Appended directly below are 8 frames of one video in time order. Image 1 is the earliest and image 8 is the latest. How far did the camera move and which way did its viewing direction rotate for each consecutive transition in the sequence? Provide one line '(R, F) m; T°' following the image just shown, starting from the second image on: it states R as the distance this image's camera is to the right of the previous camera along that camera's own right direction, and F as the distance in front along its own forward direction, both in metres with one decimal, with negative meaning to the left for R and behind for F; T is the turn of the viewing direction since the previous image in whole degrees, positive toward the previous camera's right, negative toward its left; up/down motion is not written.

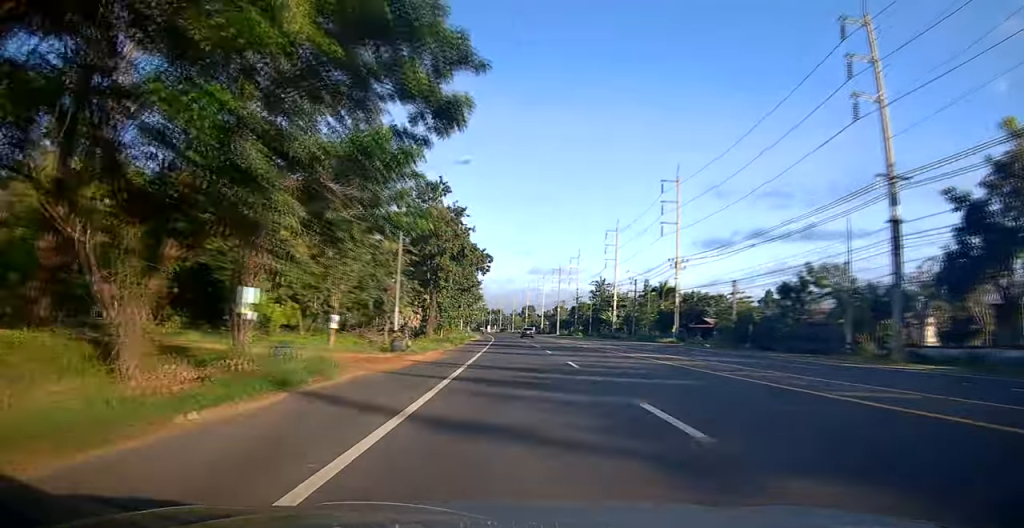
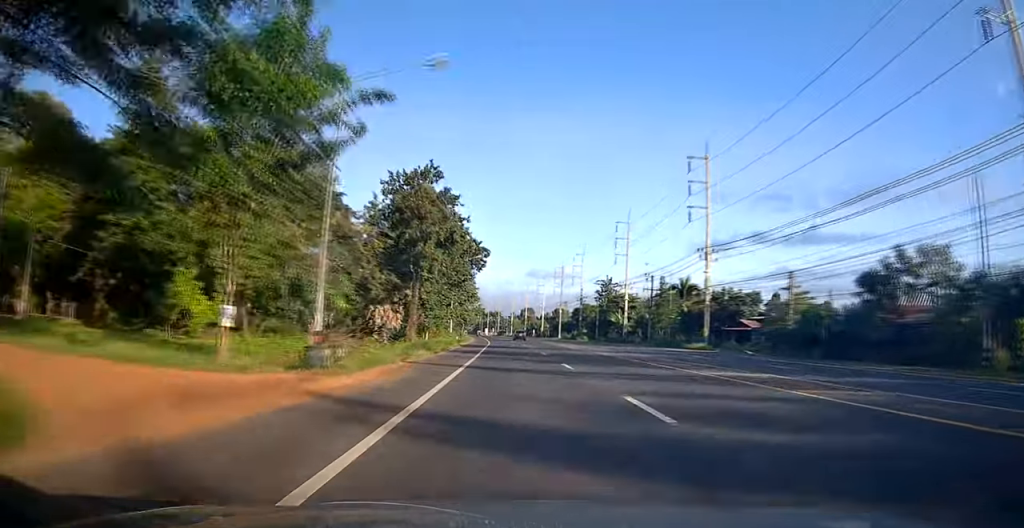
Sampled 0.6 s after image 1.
(0.0, +10.8) m; 0°
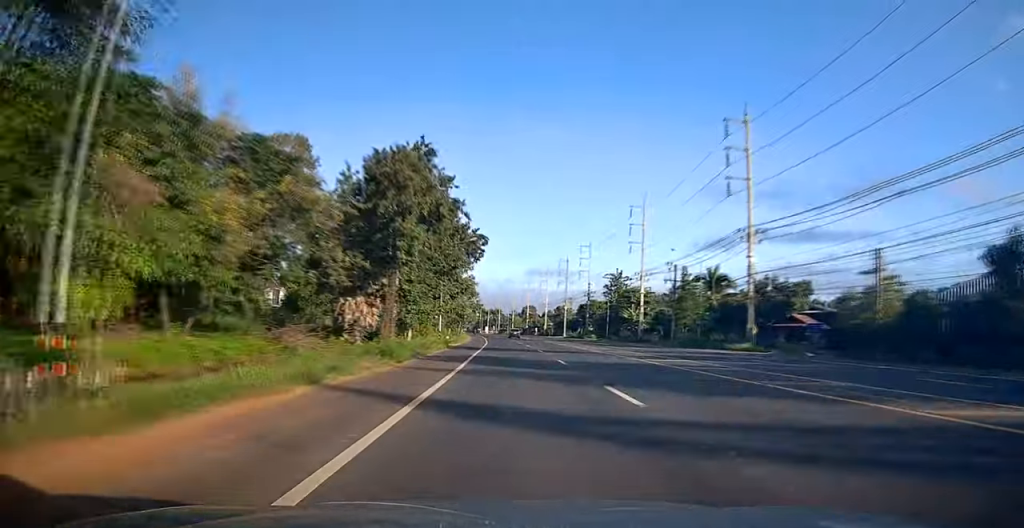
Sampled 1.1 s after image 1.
(0.0, +10.2) m; +1°
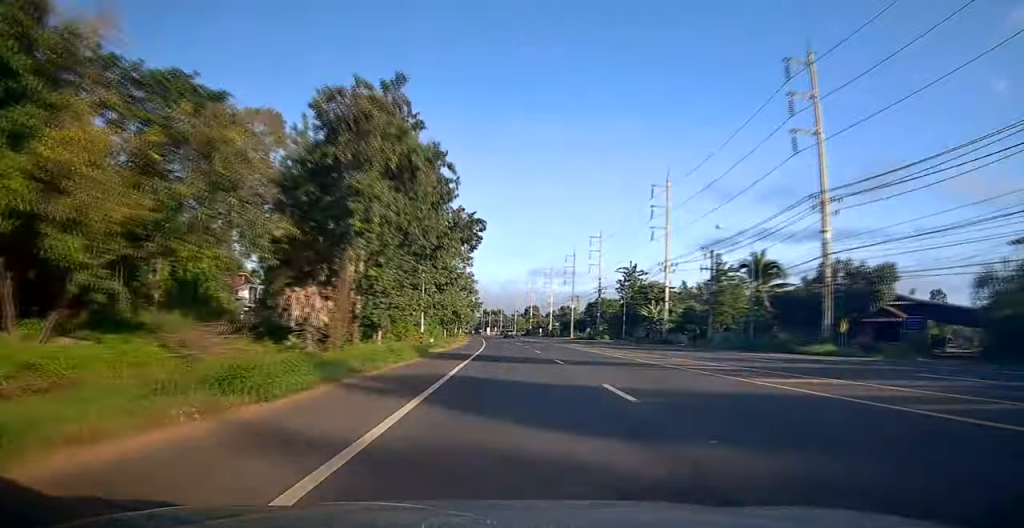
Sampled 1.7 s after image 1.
(-0.1, +11.5) m; +2°
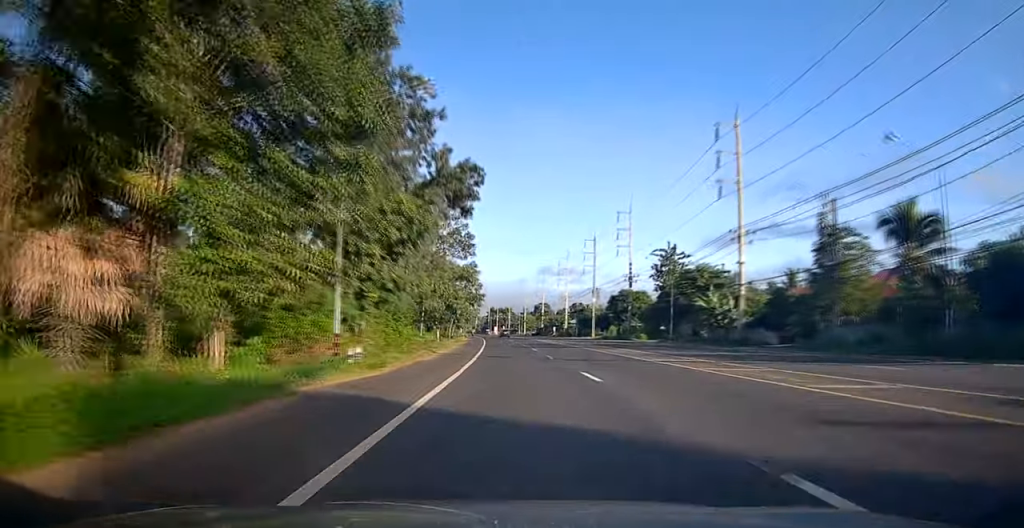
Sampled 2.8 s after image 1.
(+0.8, +20.4) m; 0°
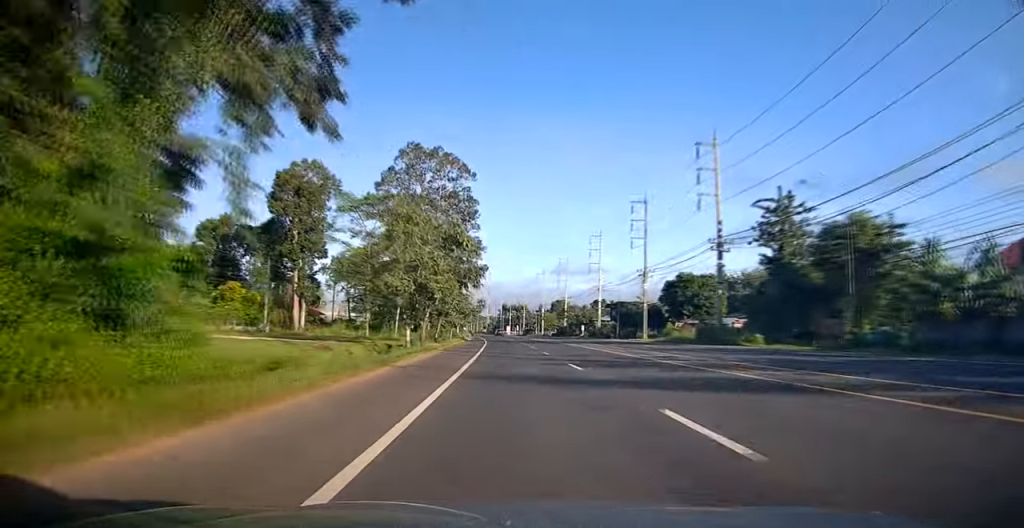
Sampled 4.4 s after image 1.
(-2.1, +32.2) m; -5°
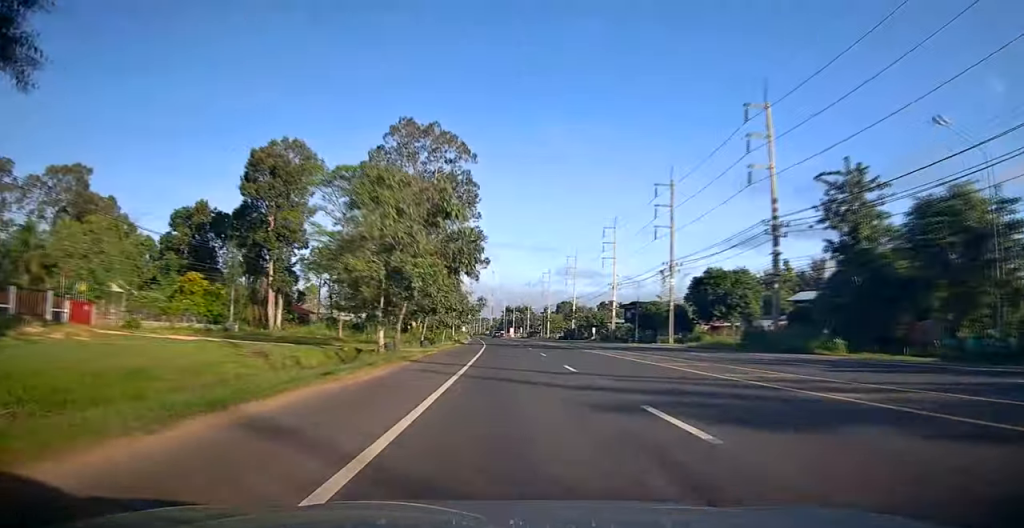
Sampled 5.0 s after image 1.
(-0.2, +11.1) m; 0°
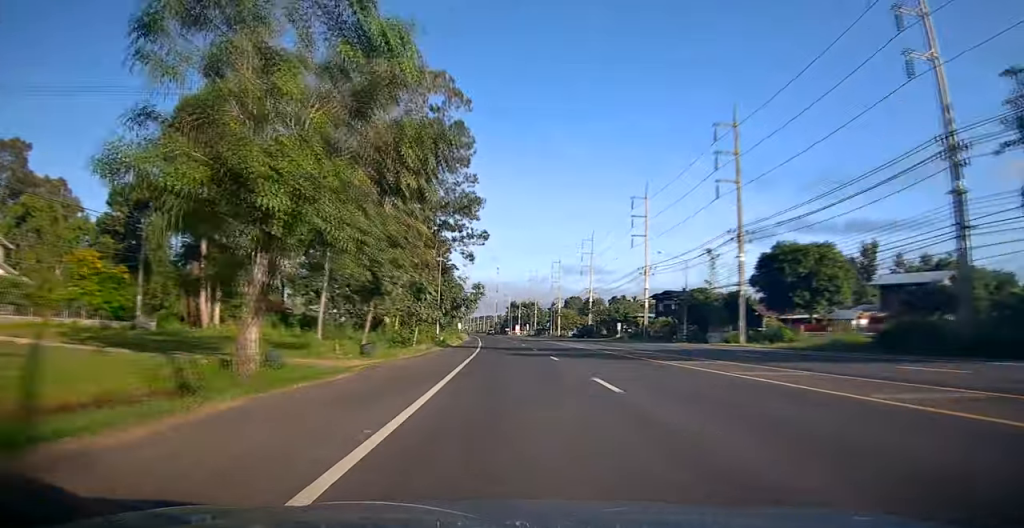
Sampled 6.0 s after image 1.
(+0.5, +19.5) m; 0°
